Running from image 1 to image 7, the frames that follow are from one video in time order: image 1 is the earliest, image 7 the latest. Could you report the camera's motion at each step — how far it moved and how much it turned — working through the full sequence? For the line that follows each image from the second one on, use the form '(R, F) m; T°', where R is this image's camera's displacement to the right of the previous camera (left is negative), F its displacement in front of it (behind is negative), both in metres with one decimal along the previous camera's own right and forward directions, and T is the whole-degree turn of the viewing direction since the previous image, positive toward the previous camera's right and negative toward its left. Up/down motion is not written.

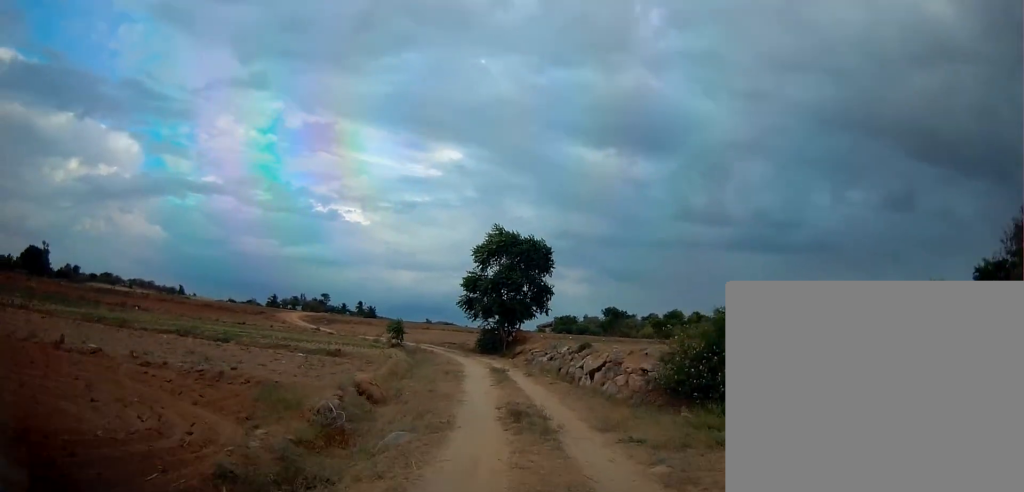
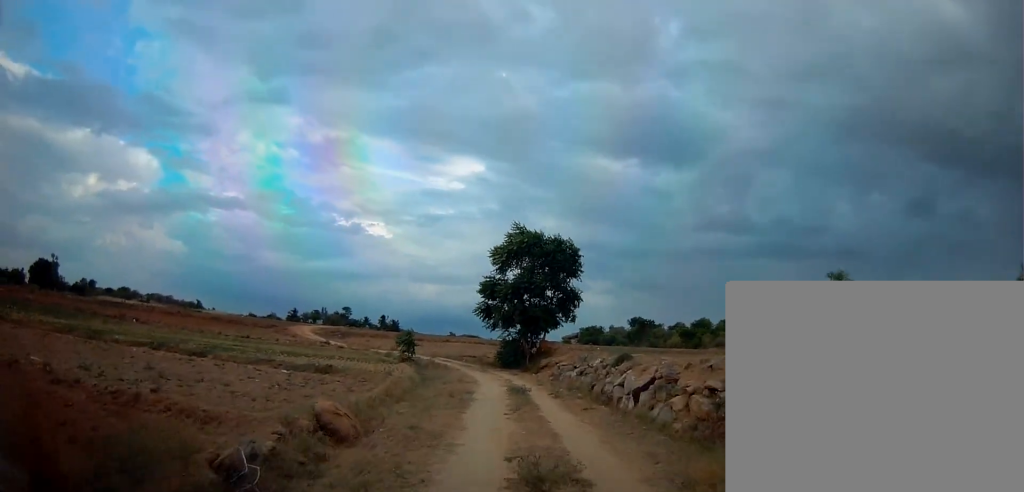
(0.0, +4.3) m; -3°
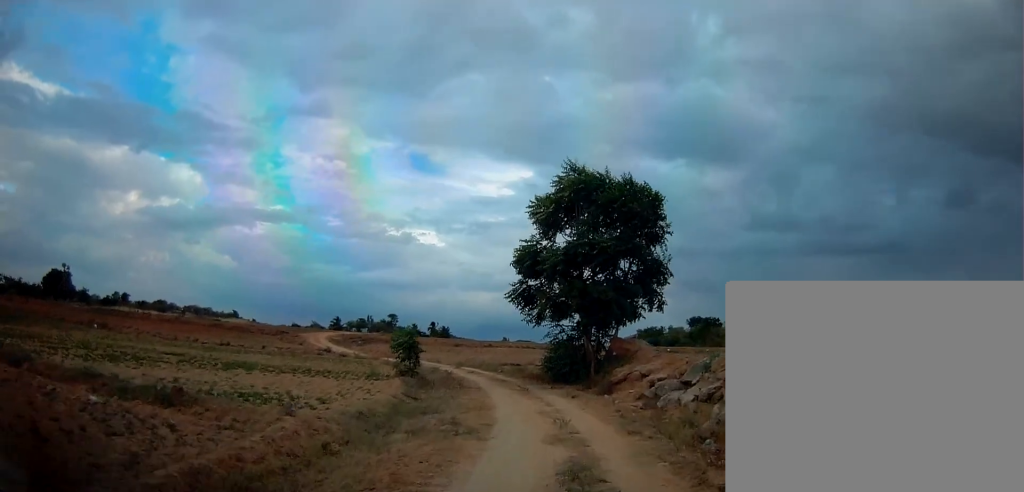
(-0.8, +13.0) m; -3°
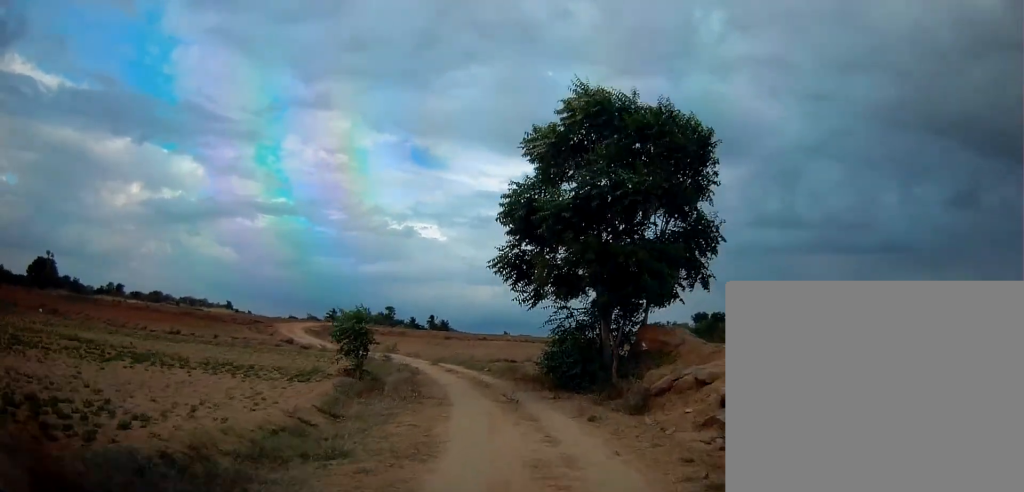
(0.0, +6.9) m; -1°
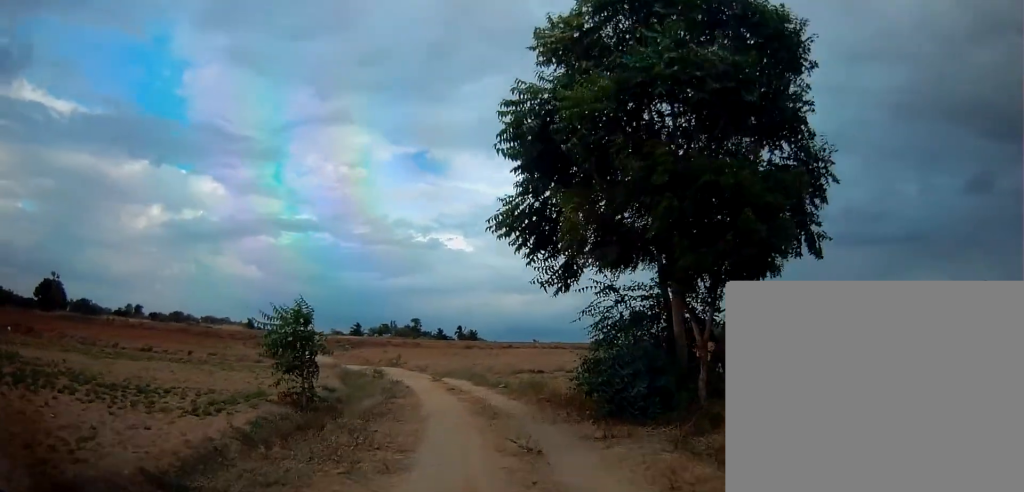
(-0.2, +6.1) m; -5°
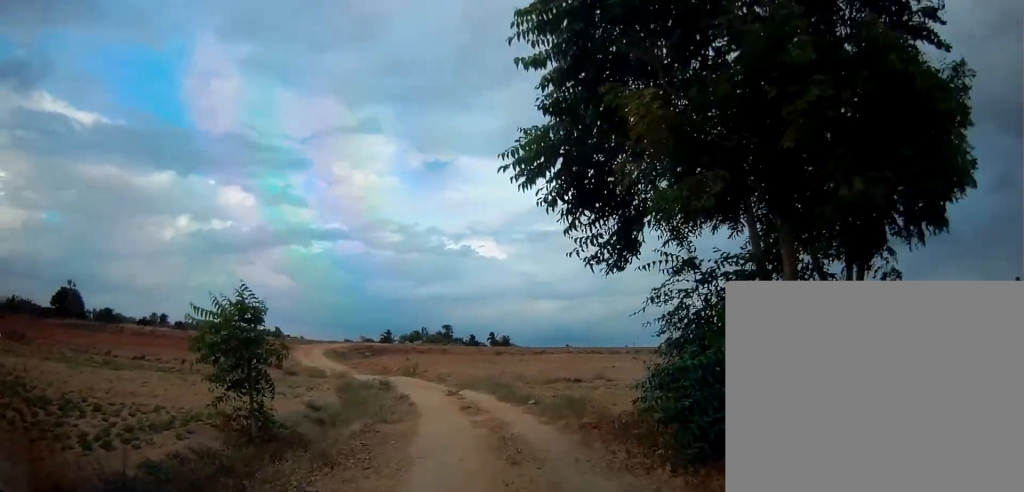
(-0.2, +3.6) m; -3°
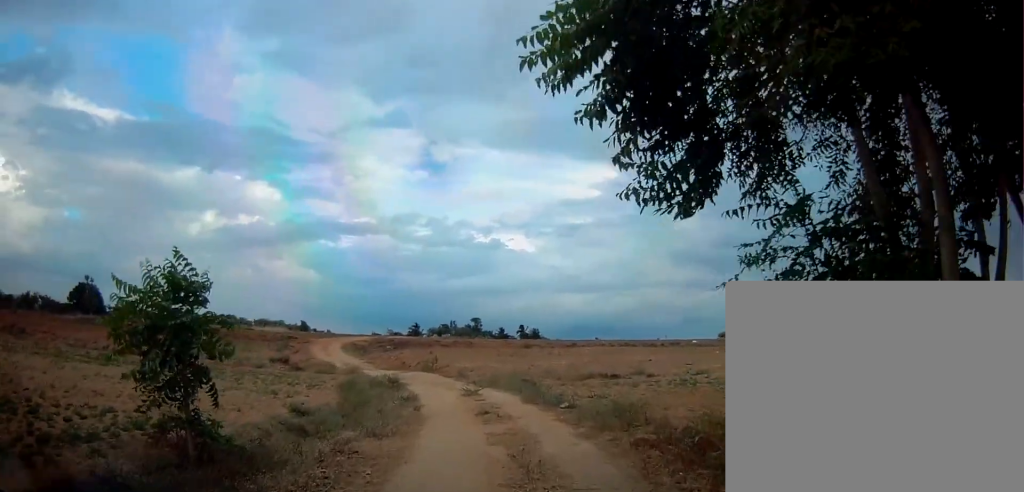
(0.0, +2.5) m; -2°
